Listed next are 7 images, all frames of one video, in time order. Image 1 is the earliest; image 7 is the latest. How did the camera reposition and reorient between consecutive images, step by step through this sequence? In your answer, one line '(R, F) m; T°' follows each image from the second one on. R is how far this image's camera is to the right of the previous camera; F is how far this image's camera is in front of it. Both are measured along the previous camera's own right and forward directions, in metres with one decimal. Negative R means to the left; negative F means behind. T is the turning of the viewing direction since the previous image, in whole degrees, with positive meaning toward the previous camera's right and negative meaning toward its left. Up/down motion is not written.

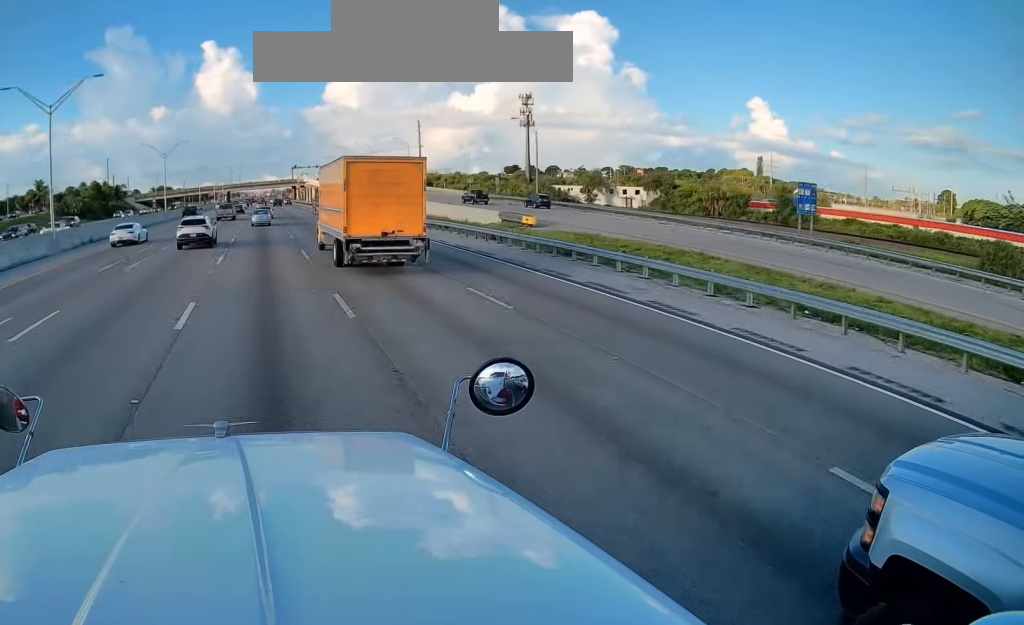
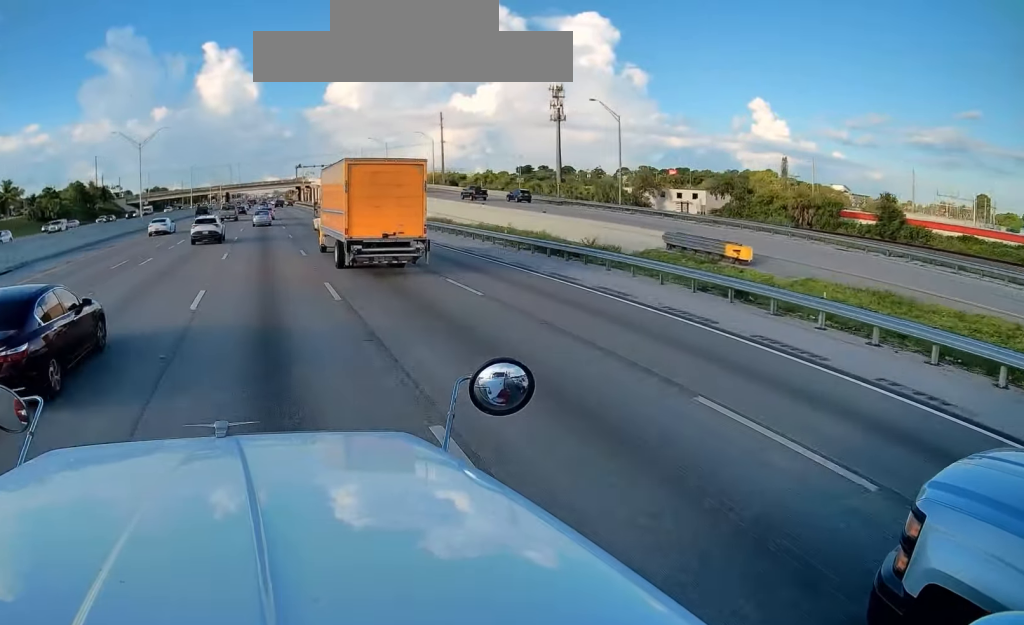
(0.0, +20.9) m; 0°
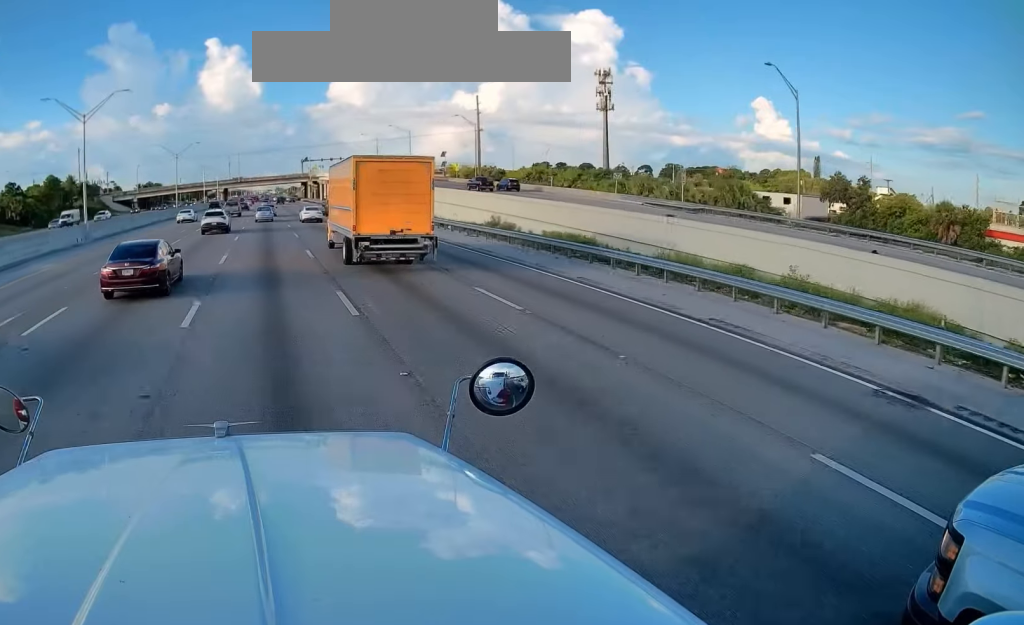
(+0.1, +23.8) m; +1°
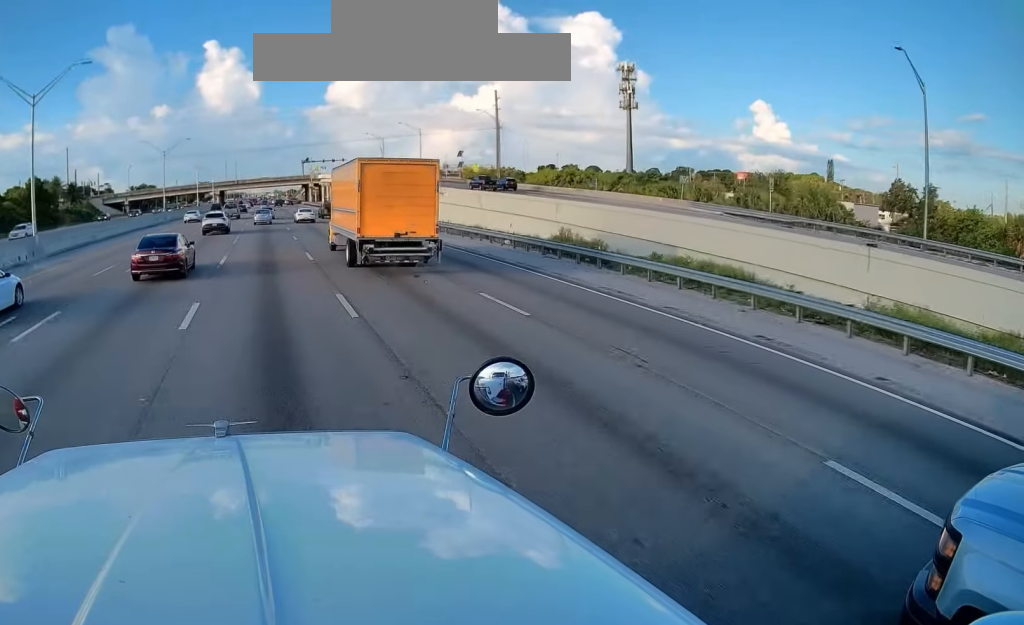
(+0.1, +10.2) m; +1°
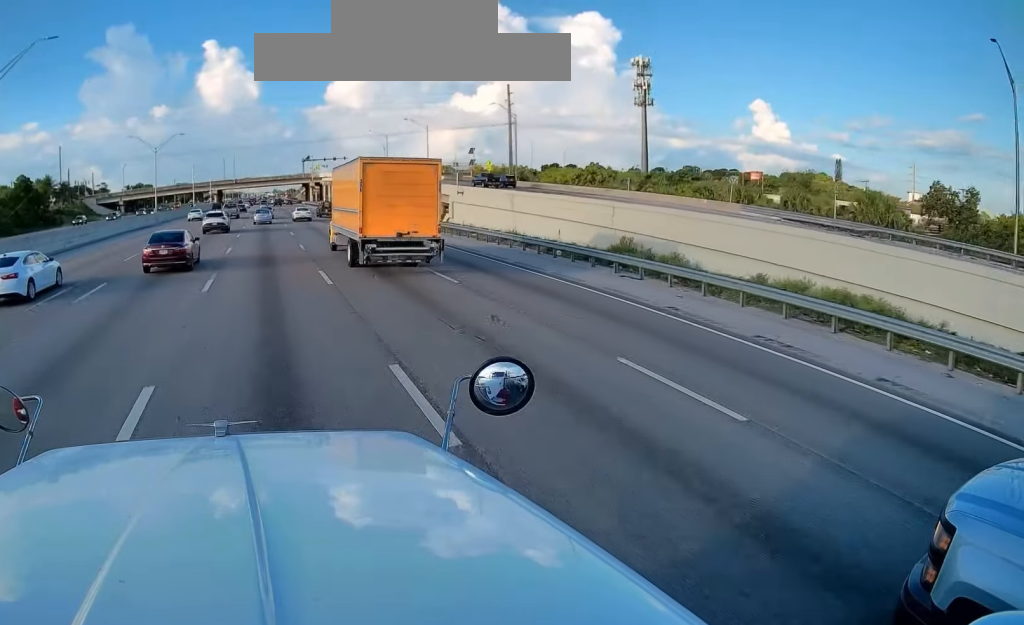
(0.0, +5.8) m; 0°
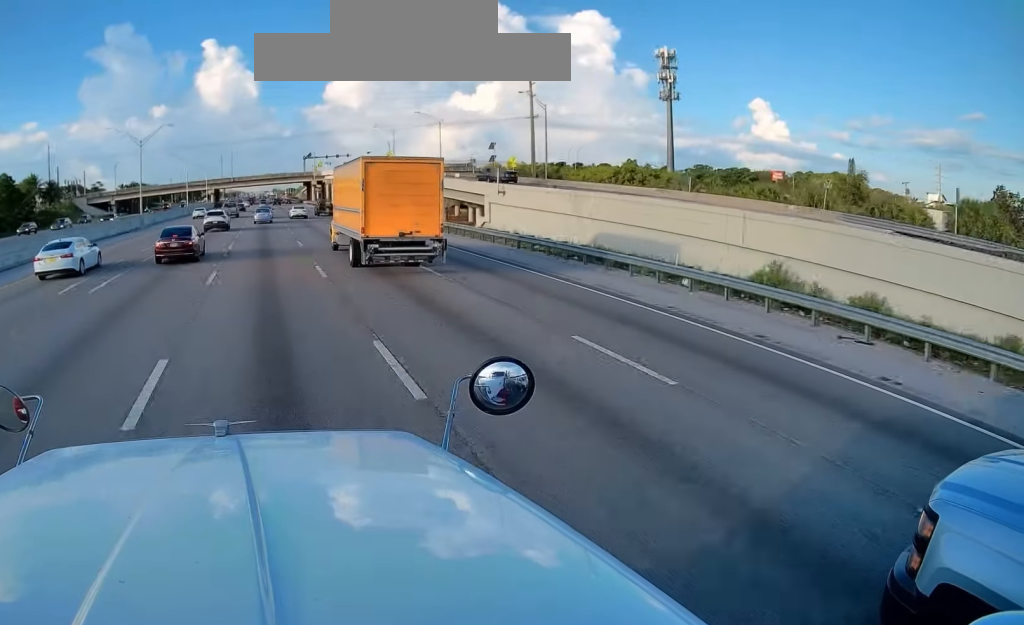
(0.0, +8.2) m; 0°
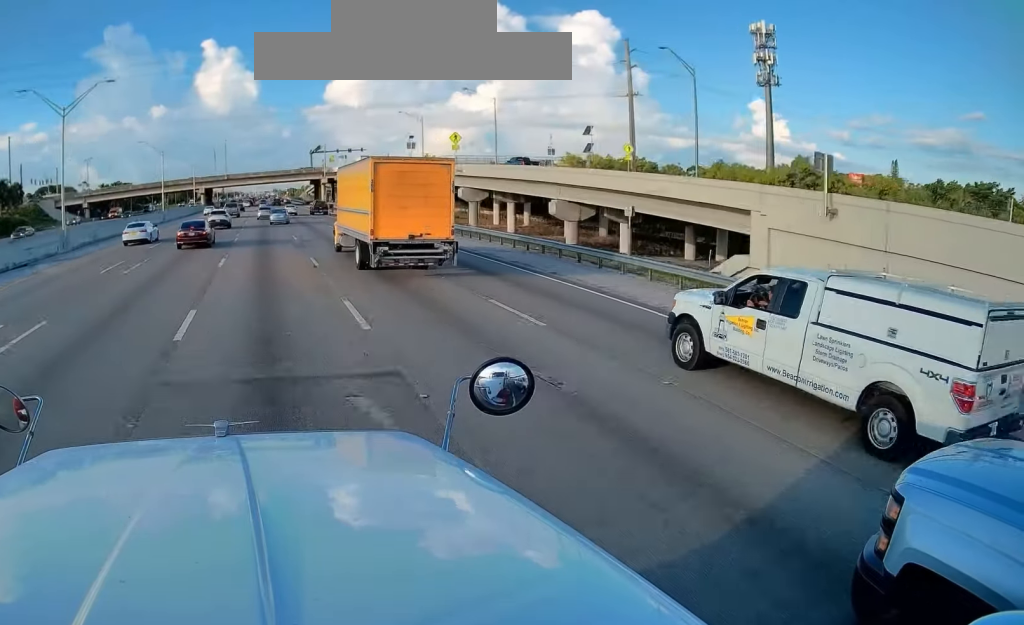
(-0.4, +29.0) m; -1°
